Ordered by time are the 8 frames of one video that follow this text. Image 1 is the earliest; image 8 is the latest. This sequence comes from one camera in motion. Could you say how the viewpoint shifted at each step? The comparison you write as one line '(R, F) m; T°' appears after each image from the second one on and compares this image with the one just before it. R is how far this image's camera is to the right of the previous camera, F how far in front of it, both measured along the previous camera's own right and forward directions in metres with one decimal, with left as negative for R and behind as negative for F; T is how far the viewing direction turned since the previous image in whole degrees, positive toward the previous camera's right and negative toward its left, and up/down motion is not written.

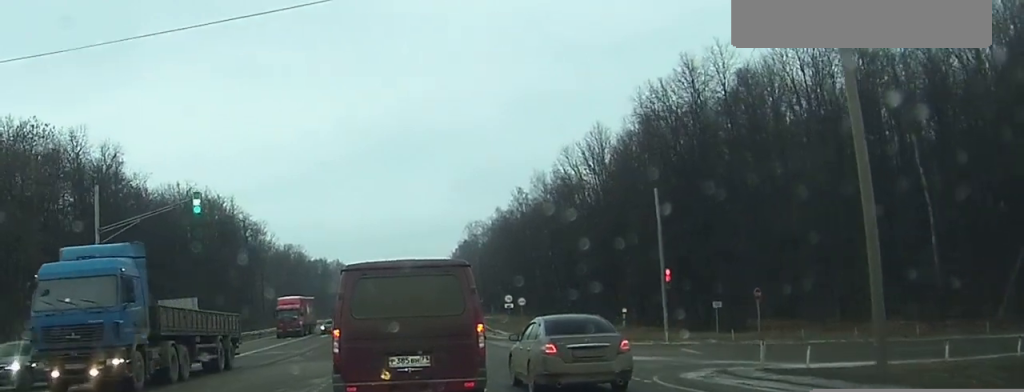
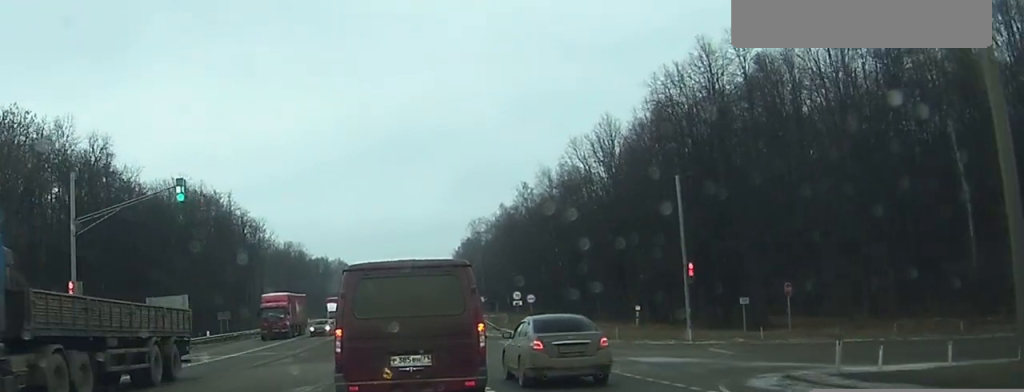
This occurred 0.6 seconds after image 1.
(0.0, +3.1) m; 0°
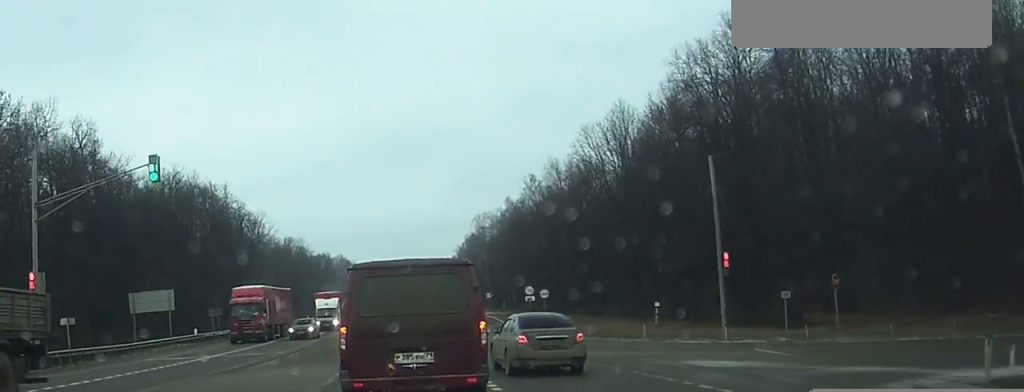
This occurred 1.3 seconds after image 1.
(0.0, +4.2) m; -3°
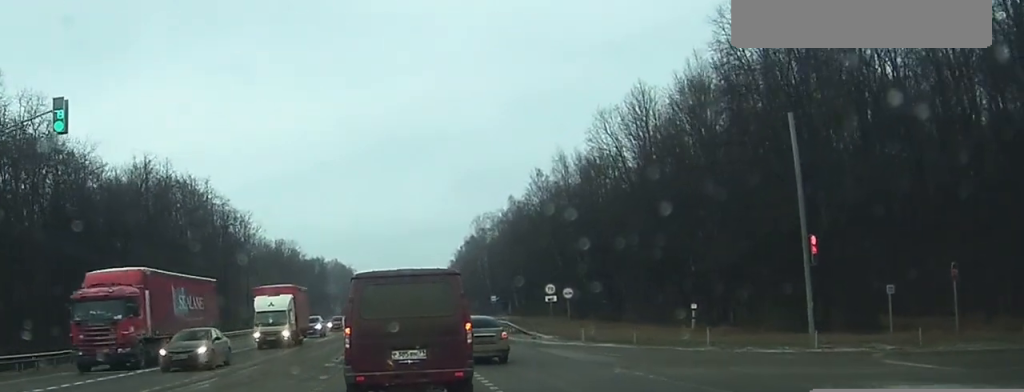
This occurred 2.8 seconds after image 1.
(+0.1, +9.8) m; +4°
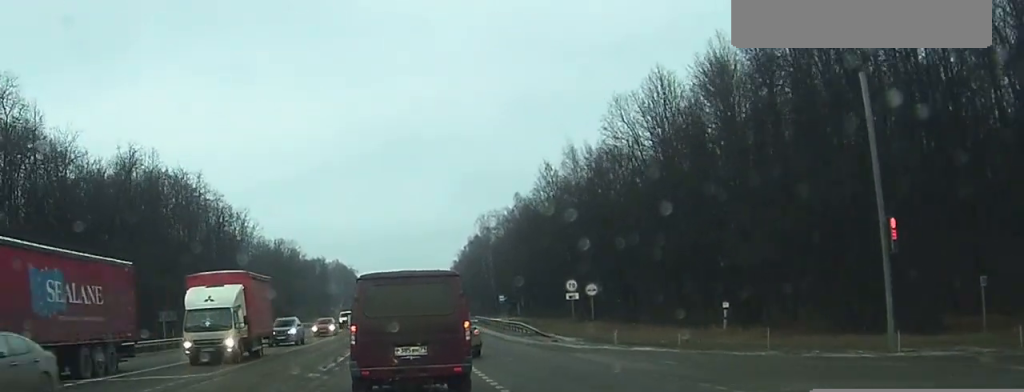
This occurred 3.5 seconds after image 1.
(+0.4, +5.7) m; +1°
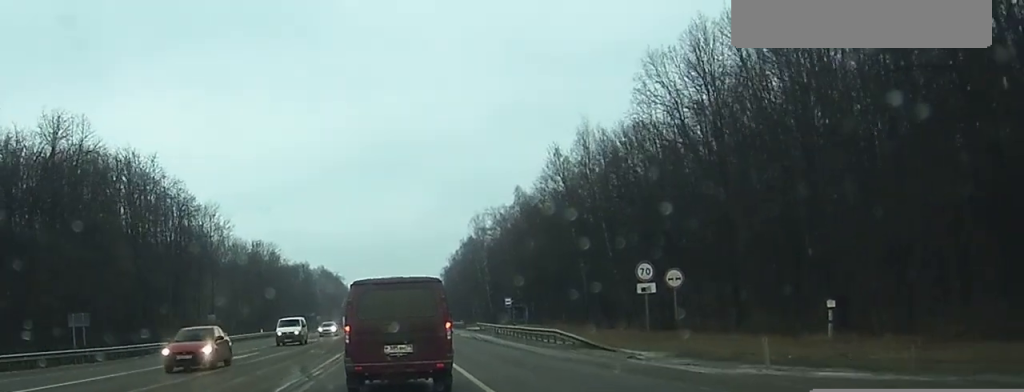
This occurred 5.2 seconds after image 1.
(-0.6, +18.6) m; -1°
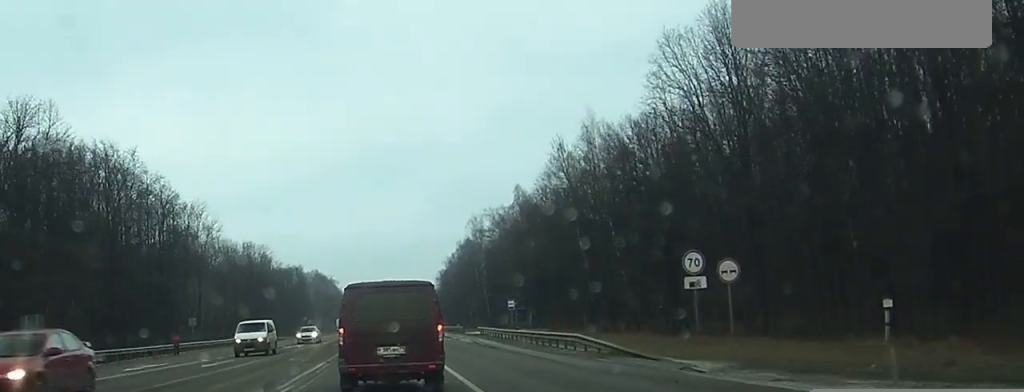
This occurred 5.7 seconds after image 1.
(0.0, +6.3) m; 0°
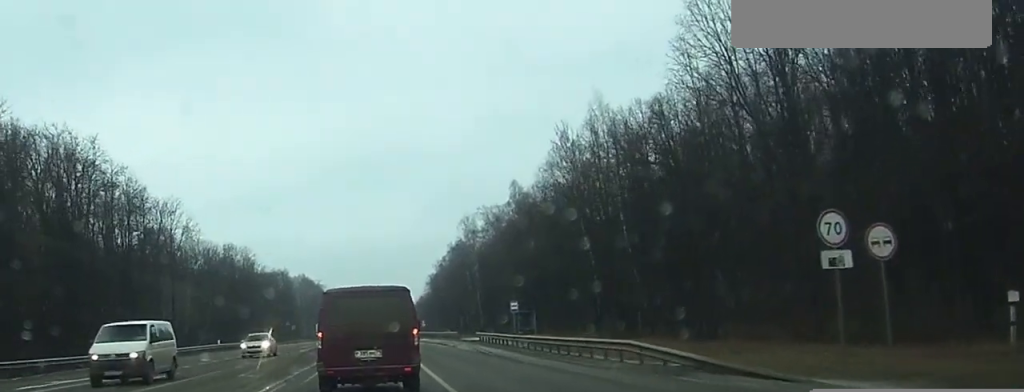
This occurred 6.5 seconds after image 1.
(0.0, +9.7) m; 0°
